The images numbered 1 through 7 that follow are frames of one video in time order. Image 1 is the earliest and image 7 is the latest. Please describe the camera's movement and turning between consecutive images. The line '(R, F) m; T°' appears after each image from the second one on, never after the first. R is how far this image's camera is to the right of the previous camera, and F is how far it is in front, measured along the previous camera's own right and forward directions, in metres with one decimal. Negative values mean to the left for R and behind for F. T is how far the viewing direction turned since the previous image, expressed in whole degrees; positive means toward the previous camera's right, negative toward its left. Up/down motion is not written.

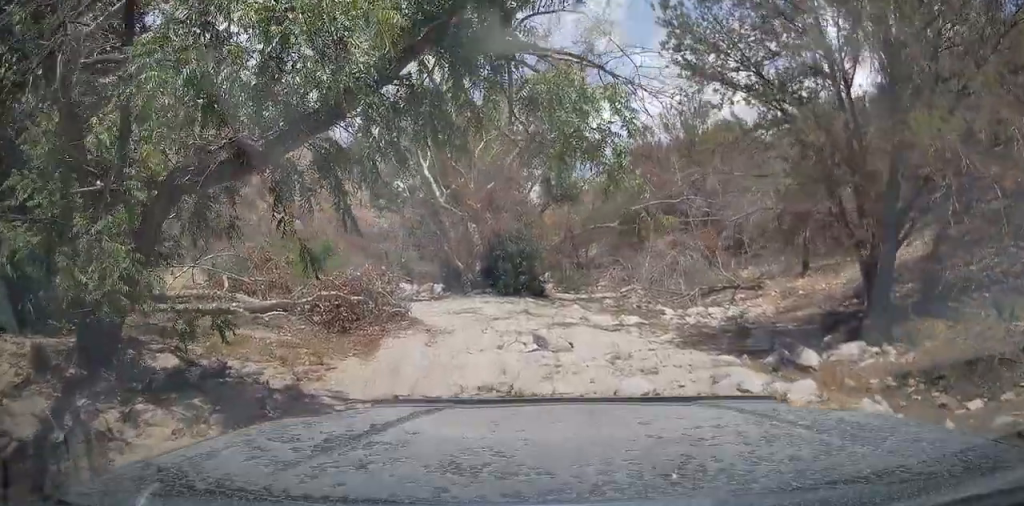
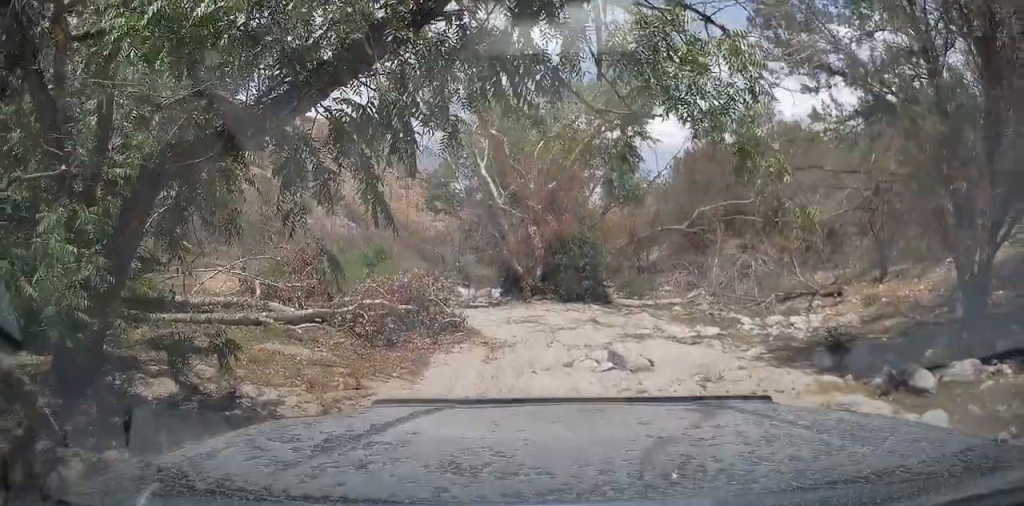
(0.0, +1.6) m; -12°
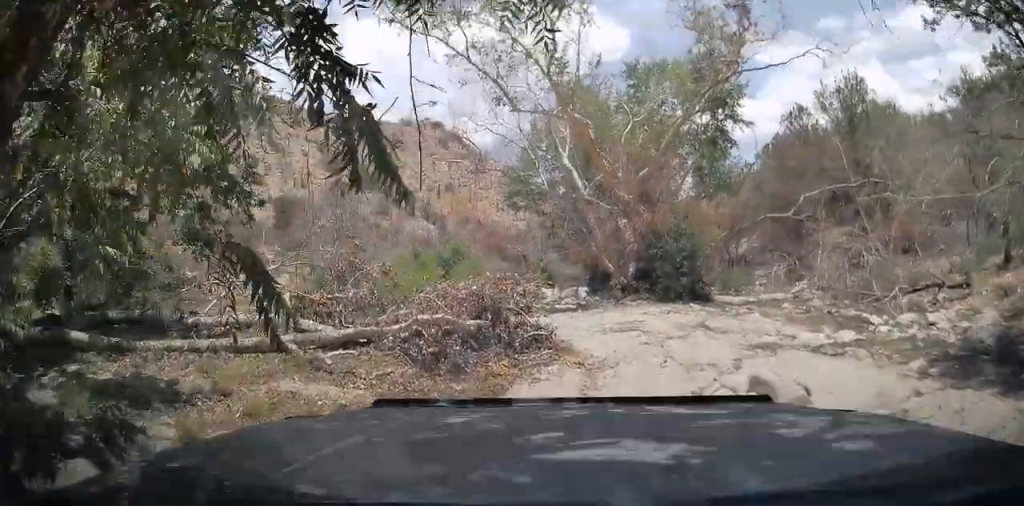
(-0.7, +2.8) m; -2°
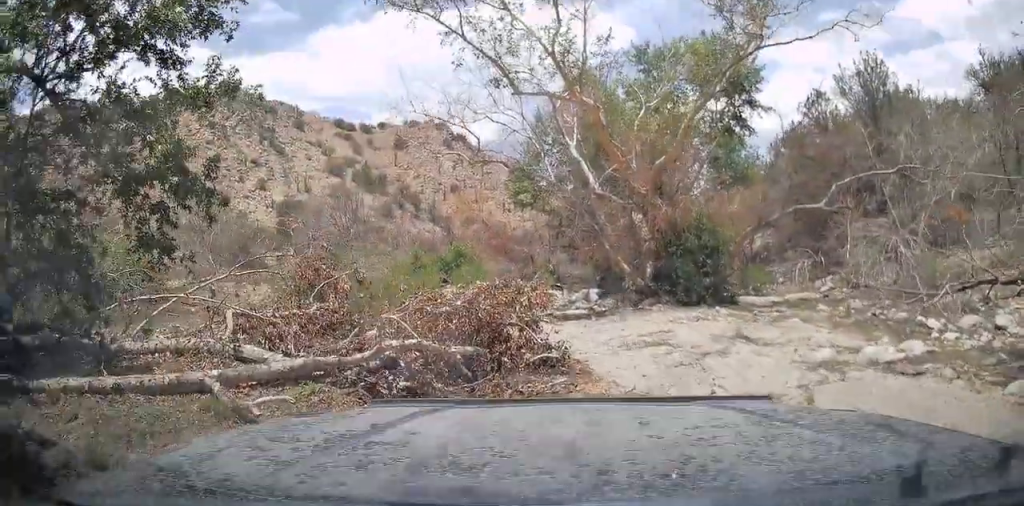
(+0.3, +2.2) m; -2°
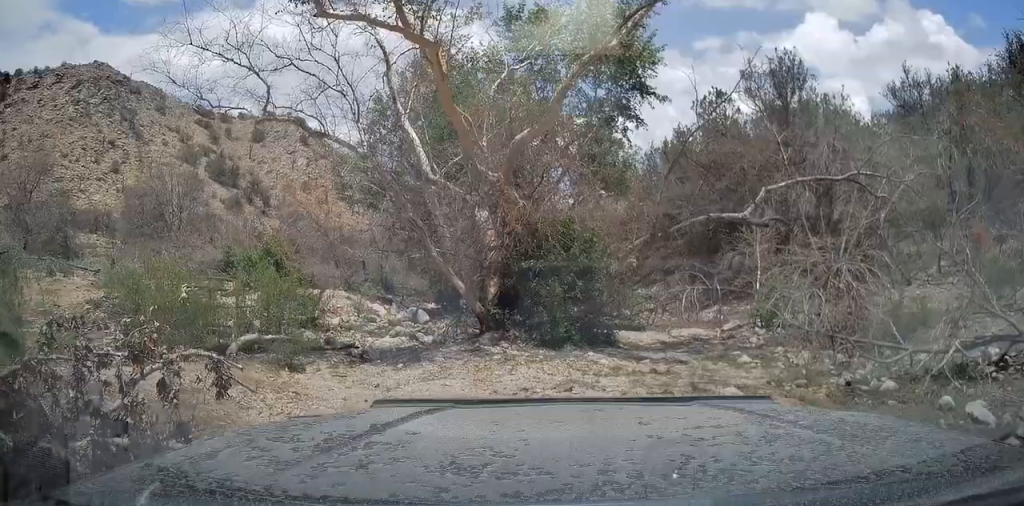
(+0.2, +6.1) m; +15°
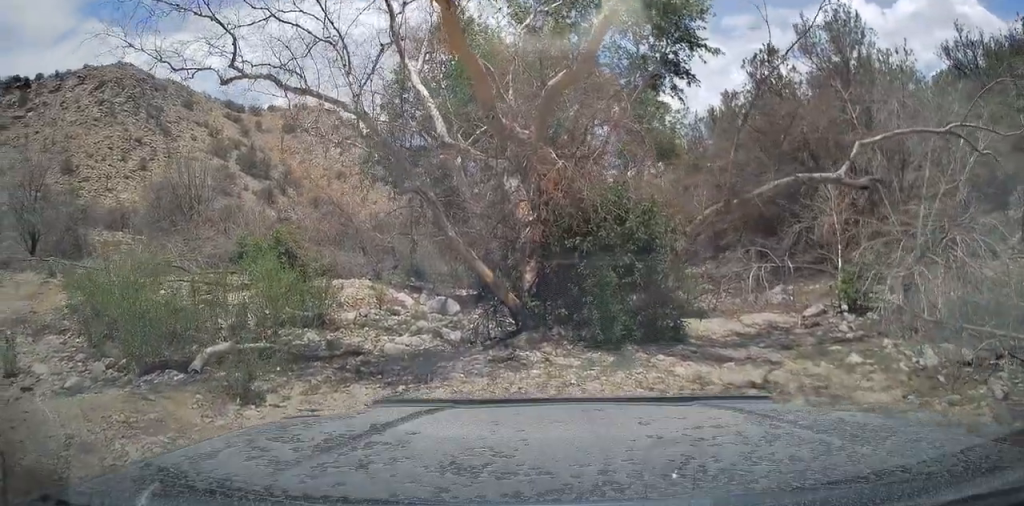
(+0.1, +3.4) m; 0°
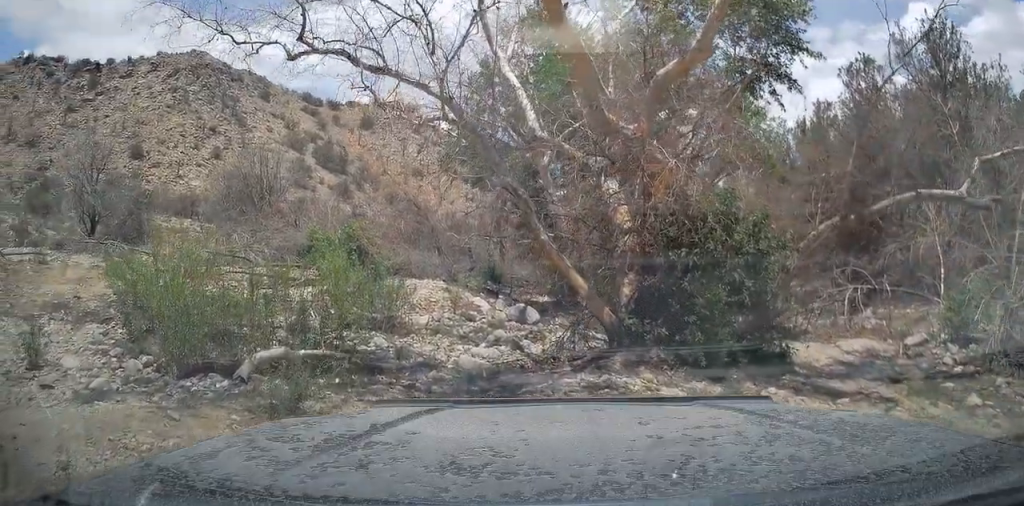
(0.0, +1.4) m; -3°
